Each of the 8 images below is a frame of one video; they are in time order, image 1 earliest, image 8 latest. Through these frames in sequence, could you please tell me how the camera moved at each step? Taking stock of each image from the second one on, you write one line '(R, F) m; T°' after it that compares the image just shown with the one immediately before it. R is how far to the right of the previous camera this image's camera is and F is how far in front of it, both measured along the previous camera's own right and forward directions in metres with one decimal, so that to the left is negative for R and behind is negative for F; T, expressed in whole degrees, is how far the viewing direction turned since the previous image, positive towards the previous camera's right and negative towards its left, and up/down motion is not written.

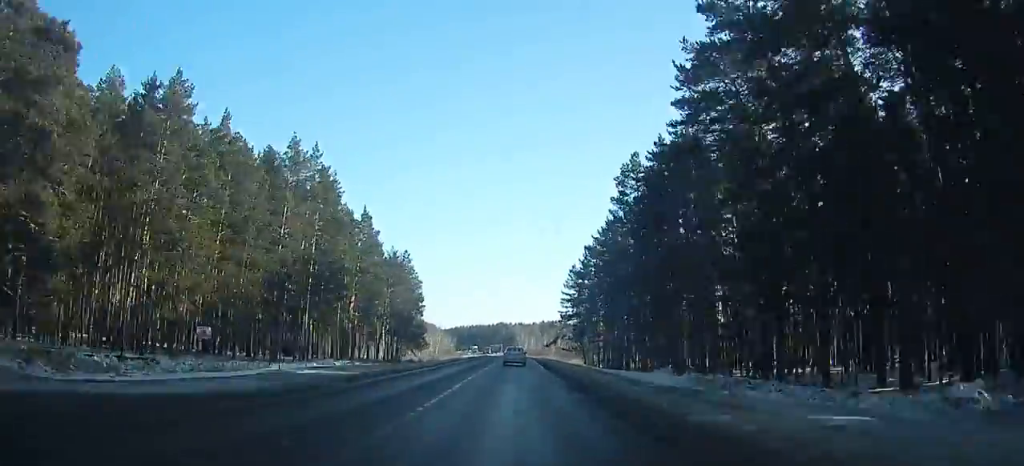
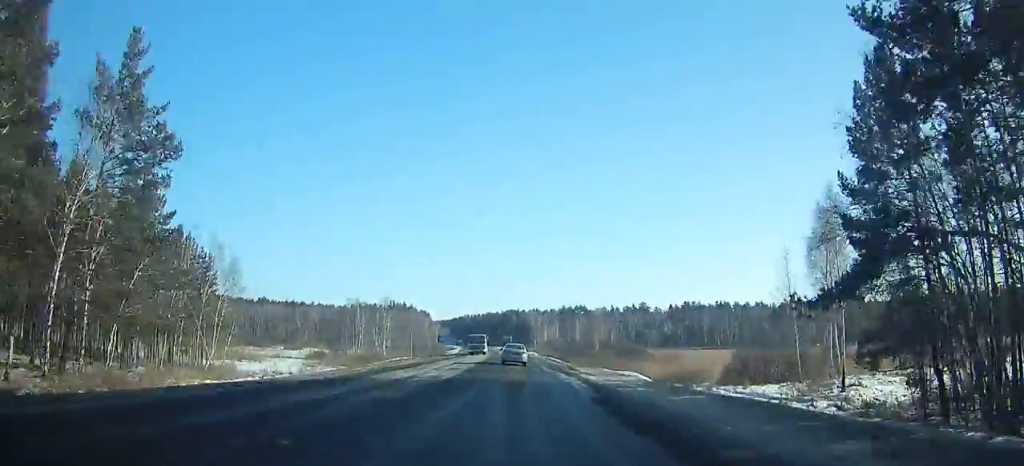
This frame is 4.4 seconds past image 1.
(-1.2, +96.3) m; -2°
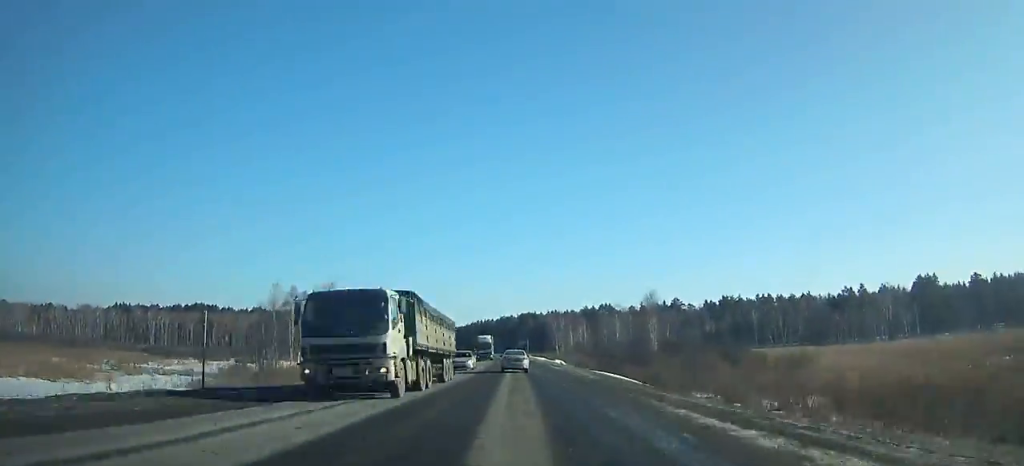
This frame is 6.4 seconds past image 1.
(-0.7, +42.8) m; -1°
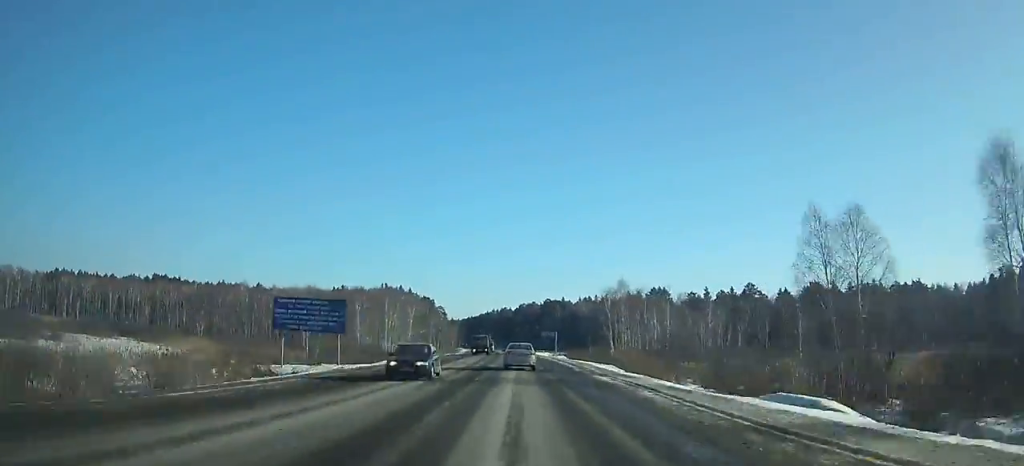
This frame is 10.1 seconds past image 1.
(-1.6, +77.6) m; -2°
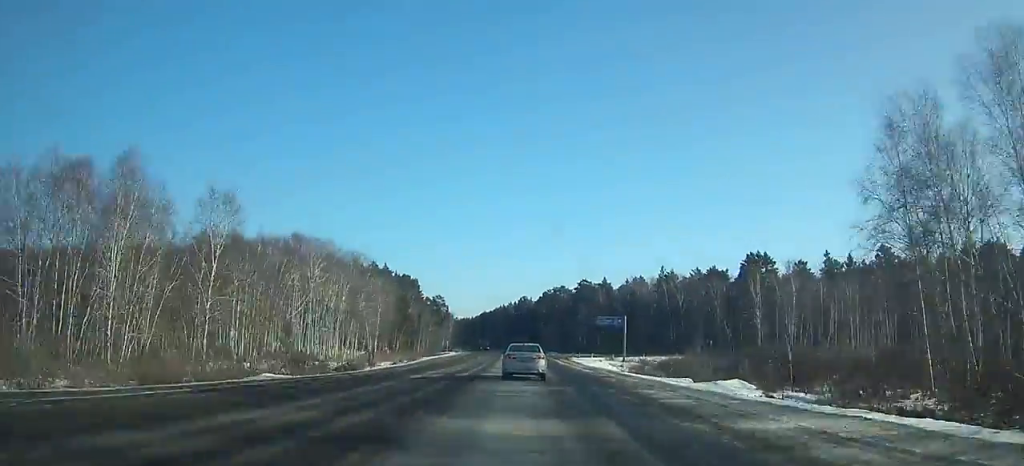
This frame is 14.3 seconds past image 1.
(-1.3, +83.7) m; -2°
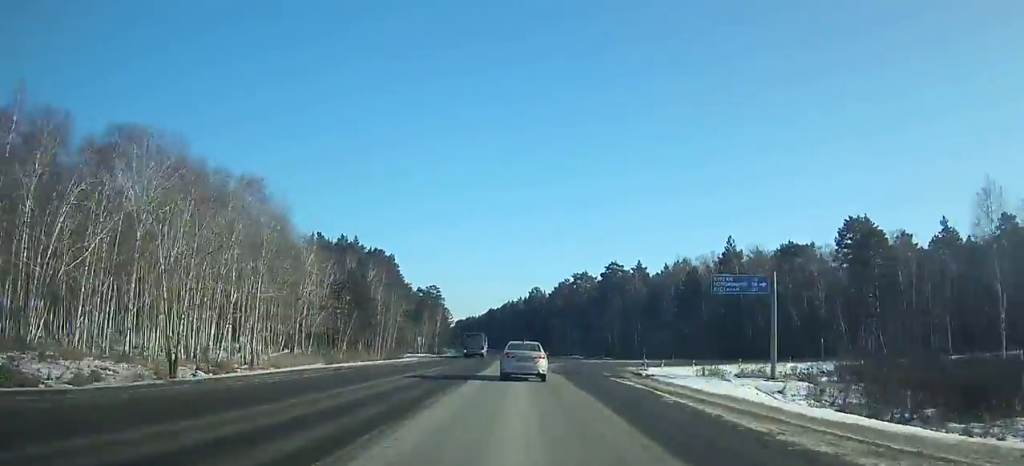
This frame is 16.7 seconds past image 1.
(-0.4, +46.5) m; -1°
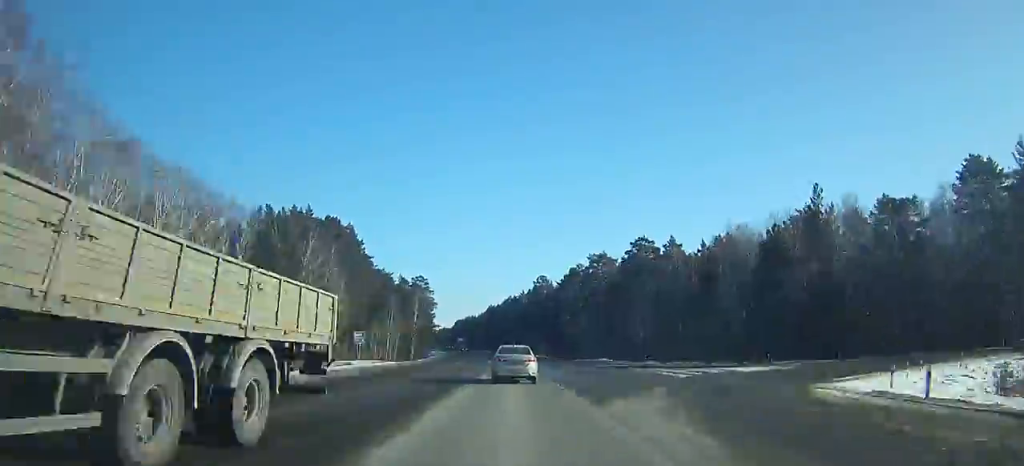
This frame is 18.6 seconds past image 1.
(-0.2, +36.3) m; -1°
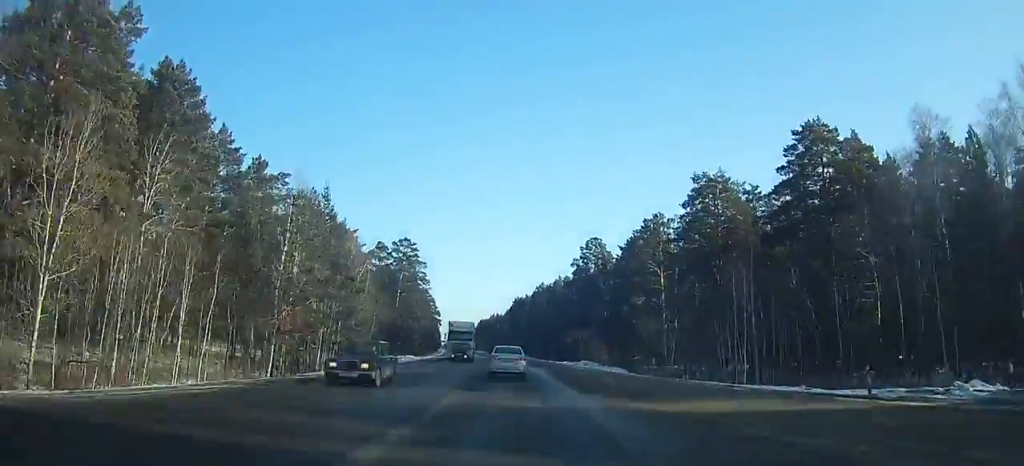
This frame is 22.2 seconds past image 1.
(-1.3, +68.9) m; -3°
